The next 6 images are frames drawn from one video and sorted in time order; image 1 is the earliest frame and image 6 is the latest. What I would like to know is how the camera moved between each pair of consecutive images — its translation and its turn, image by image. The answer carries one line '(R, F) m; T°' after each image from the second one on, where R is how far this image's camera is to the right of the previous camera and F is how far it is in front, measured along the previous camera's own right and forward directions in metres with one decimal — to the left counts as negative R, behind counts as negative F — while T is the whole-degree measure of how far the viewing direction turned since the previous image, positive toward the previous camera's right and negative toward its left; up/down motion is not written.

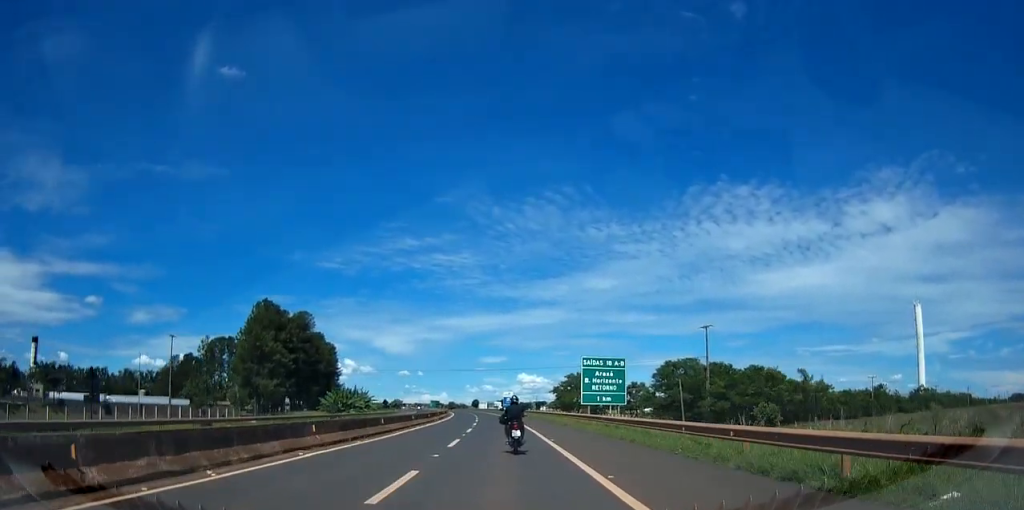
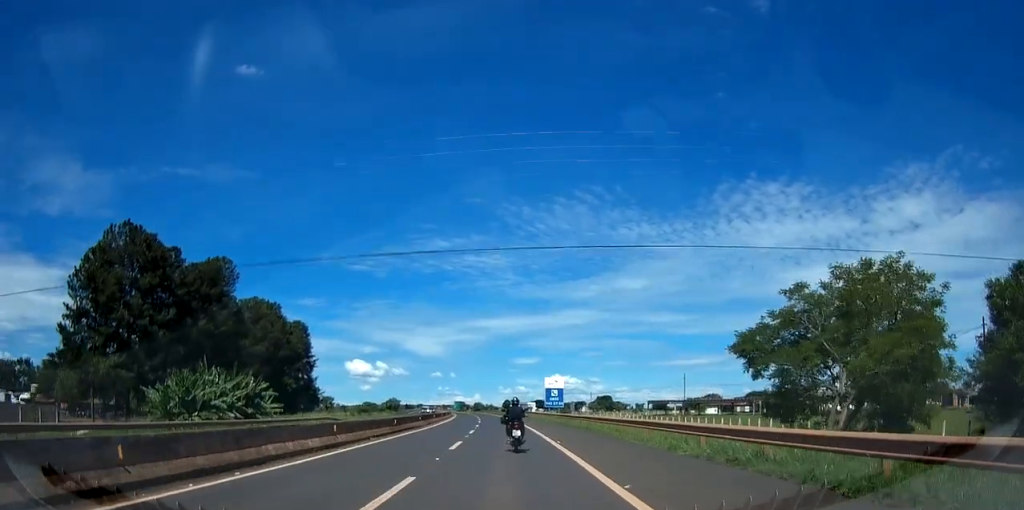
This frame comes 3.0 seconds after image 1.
(-1.7, +60.7) m; -2°
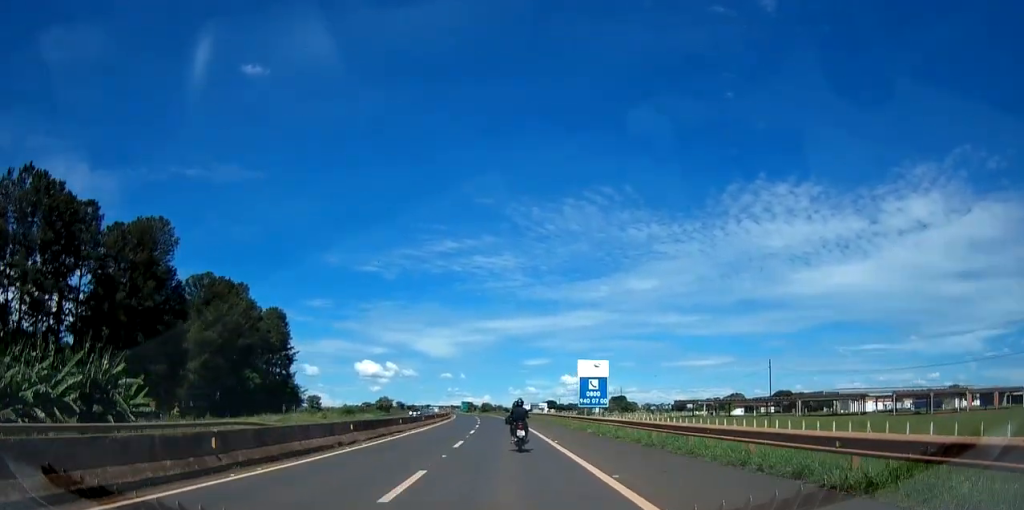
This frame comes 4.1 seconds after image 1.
(0.0, +22.9) m; -2°
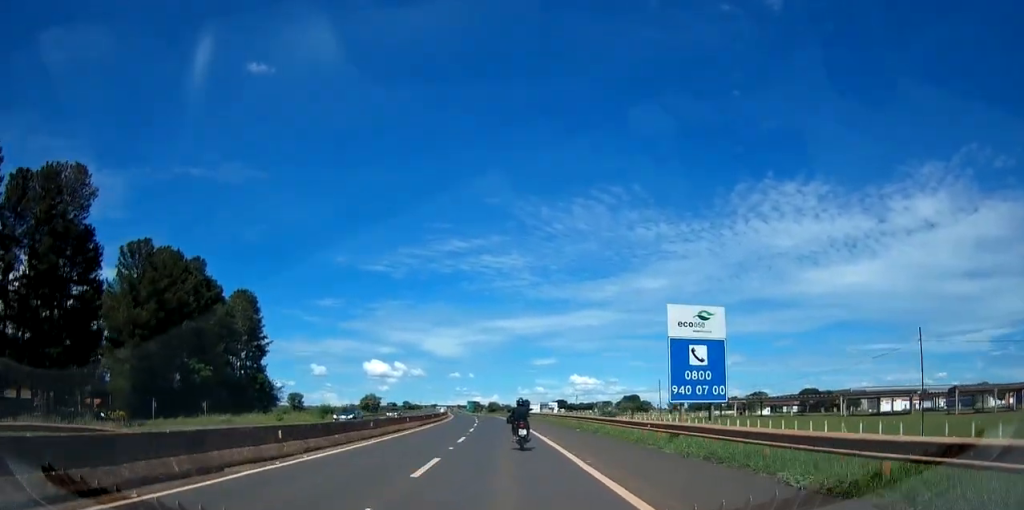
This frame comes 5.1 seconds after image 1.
(-0.7, +20.9) m; 0°
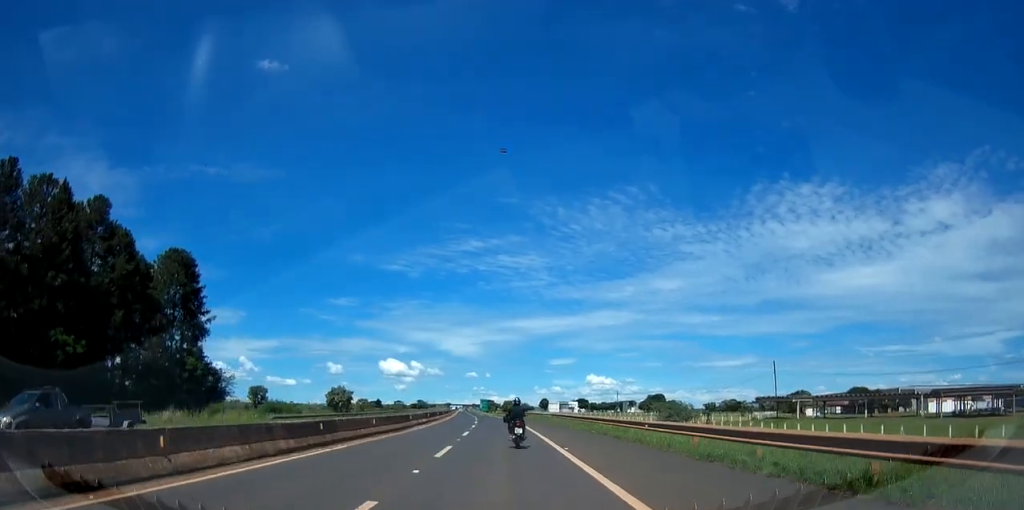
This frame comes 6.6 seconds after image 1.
(+0.6, +31.6) m; -1°
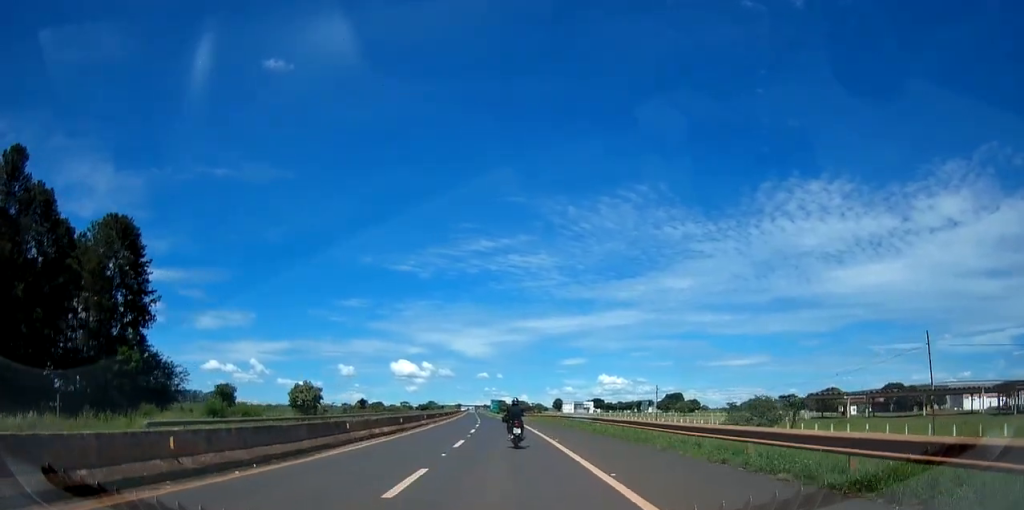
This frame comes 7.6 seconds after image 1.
(-0.5, +19.3) m; -3°
